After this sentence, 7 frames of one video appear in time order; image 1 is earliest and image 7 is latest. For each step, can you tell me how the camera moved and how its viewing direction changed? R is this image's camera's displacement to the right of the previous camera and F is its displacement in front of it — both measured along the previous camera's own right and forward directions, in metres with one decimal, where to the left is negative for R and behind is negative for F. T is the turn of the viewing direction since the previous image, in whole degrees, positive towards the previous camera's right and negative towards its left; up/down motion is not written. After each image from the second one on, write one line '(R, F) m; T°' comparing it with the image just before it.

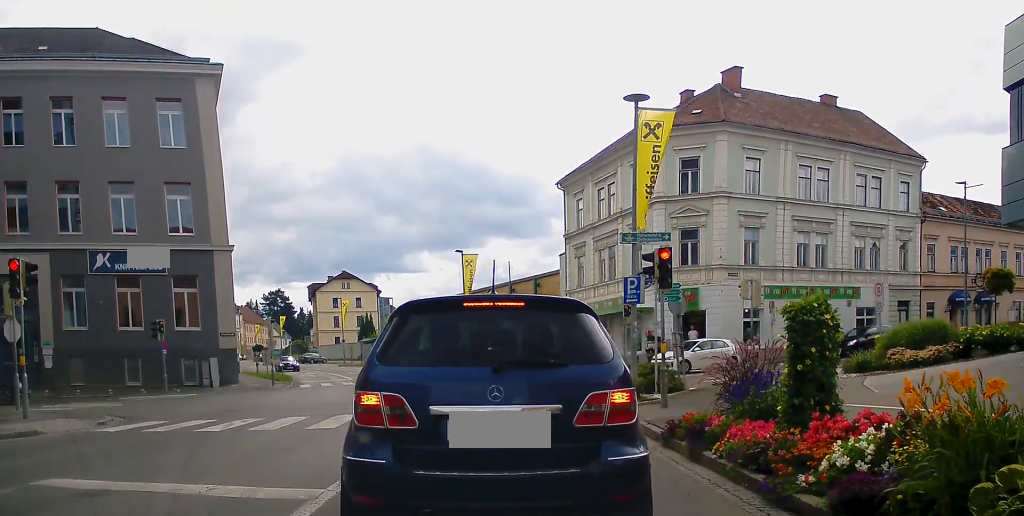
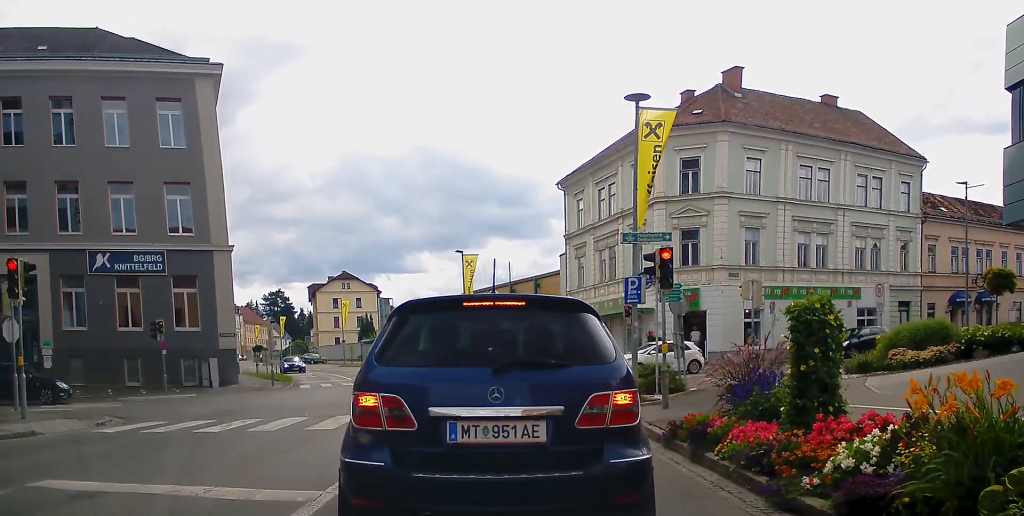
(0.0, 0.0) m; 0°
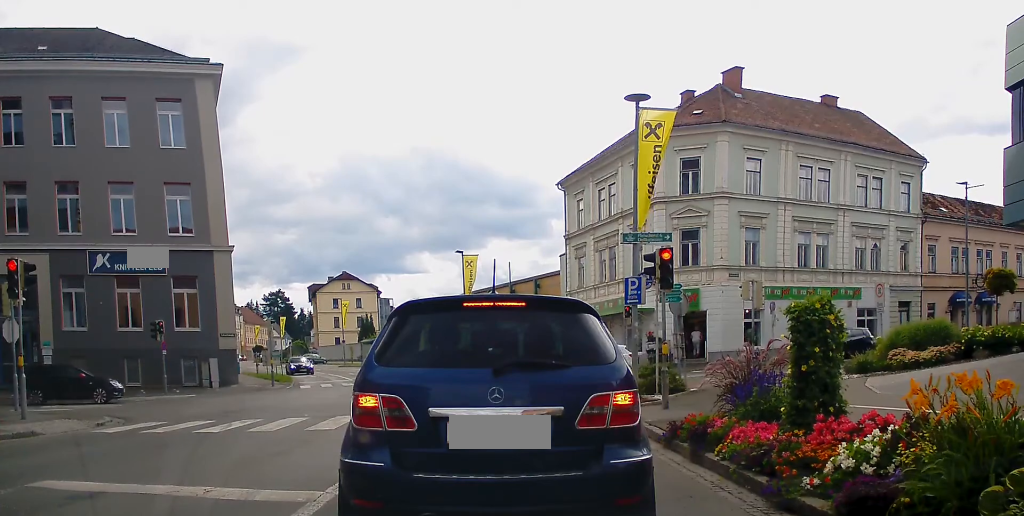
(0.0, 0.0) m; 0°
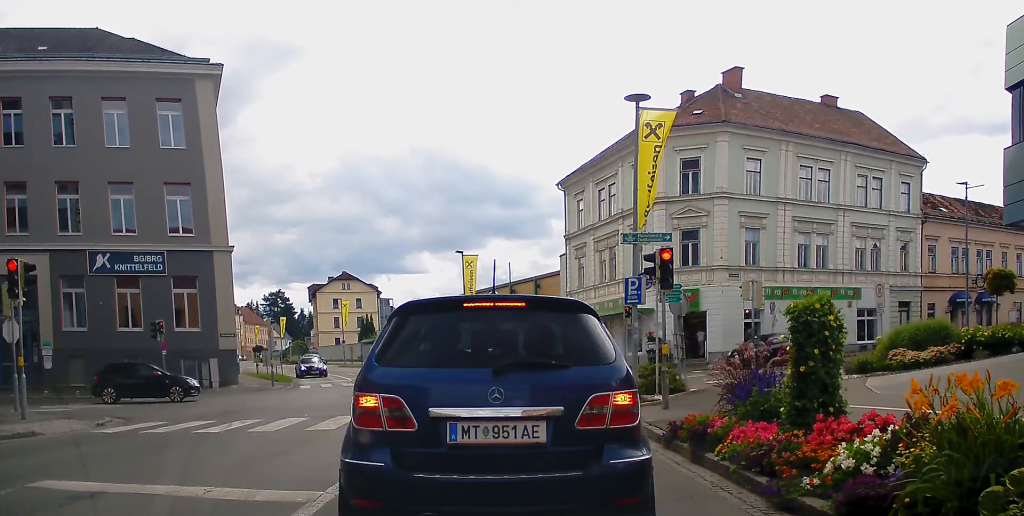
(0.0, 0.0) m; 0°
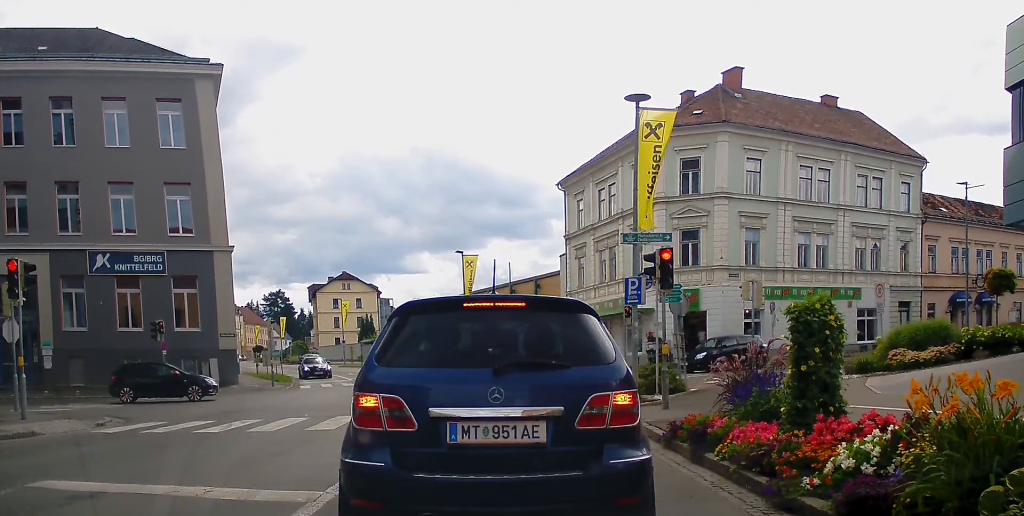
(0.0, 0.0) m; 0°
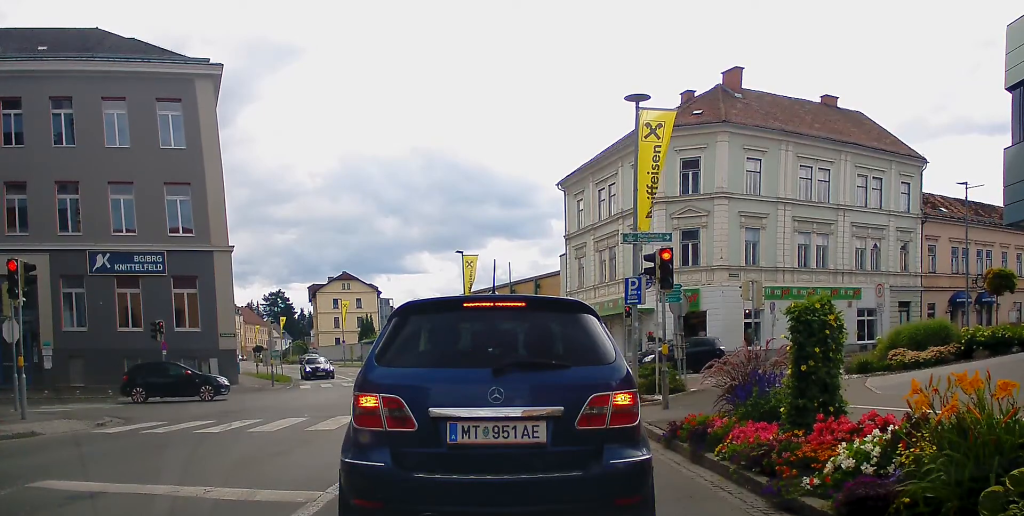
(0.0, 0.0) m; 0°
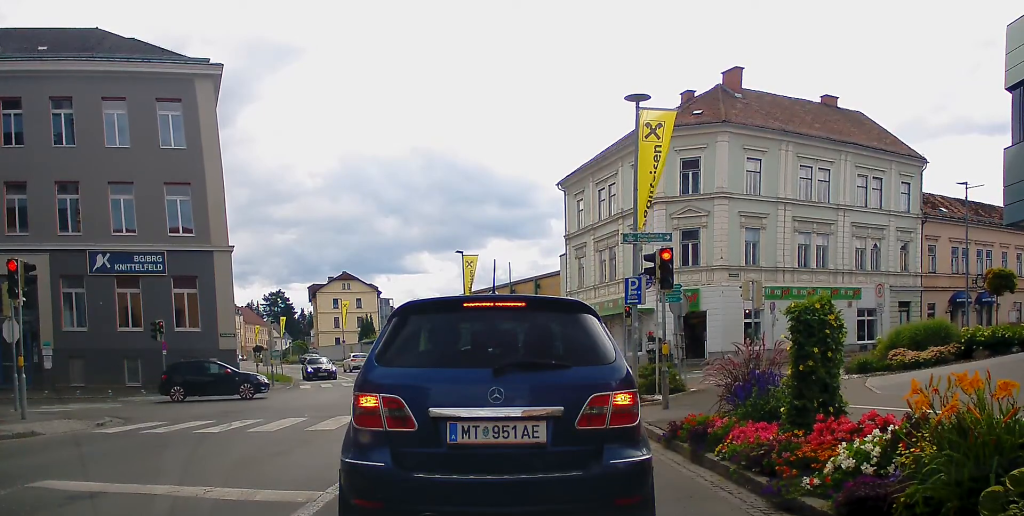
(0.0, 0.0) m; 0°
